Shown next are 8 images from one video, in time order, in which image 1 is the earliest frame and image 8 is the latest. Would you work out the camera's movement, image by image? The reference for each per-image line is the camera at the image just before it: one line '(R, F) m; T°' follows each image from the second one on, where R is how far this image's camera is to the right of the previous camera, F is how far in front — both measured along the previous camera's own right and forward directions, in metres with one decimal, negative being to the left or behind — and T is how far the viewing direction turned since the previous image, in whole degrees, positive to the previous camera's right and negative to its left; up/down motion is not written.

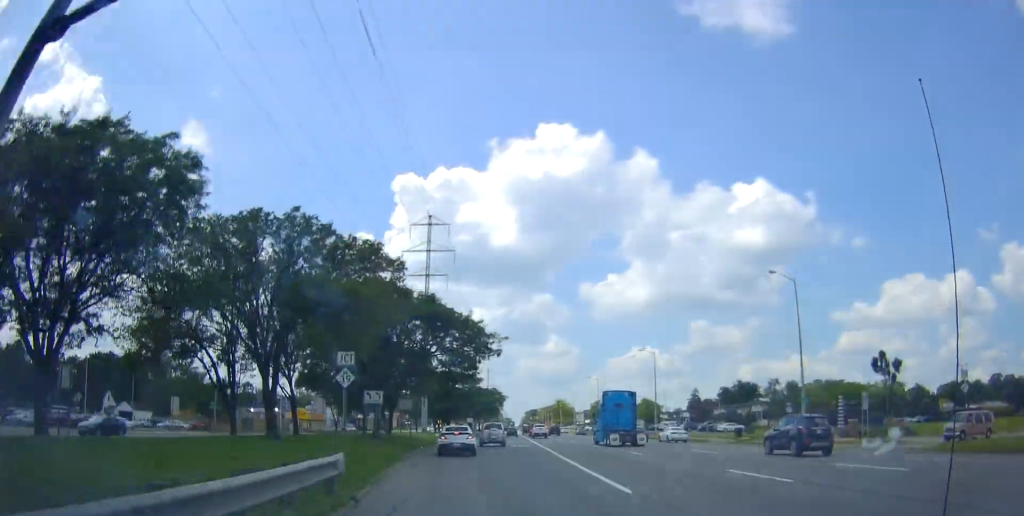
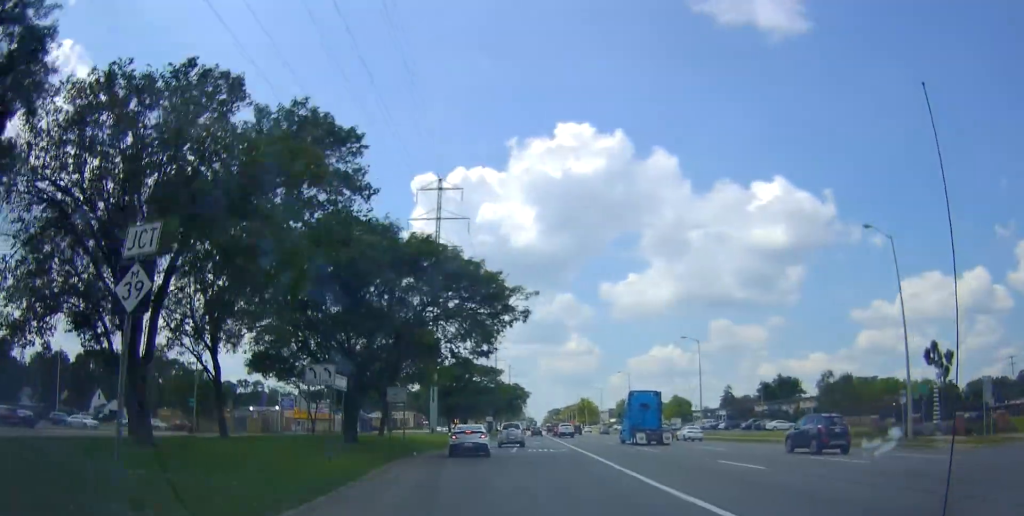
(-0.1, +11.3) m; 0°
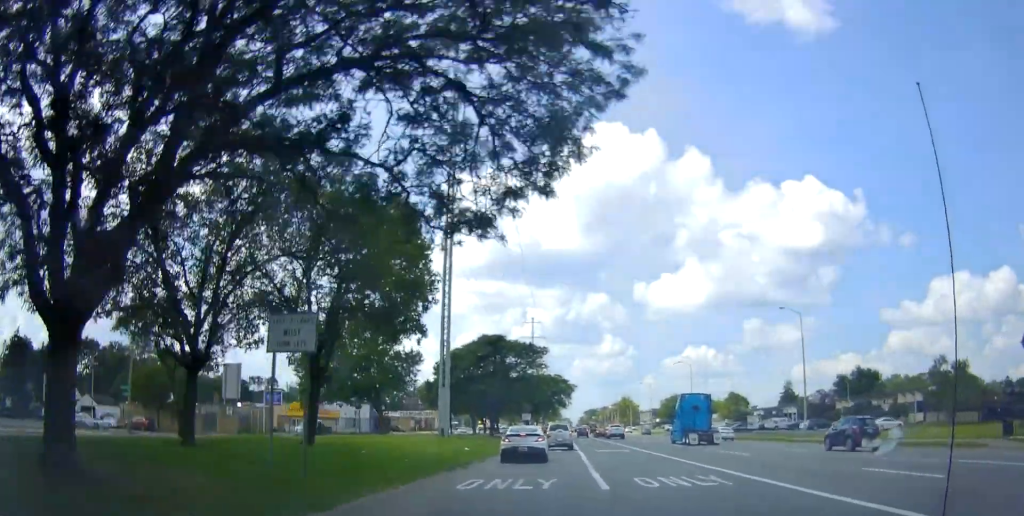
(0.0, +21.0) m; 0°
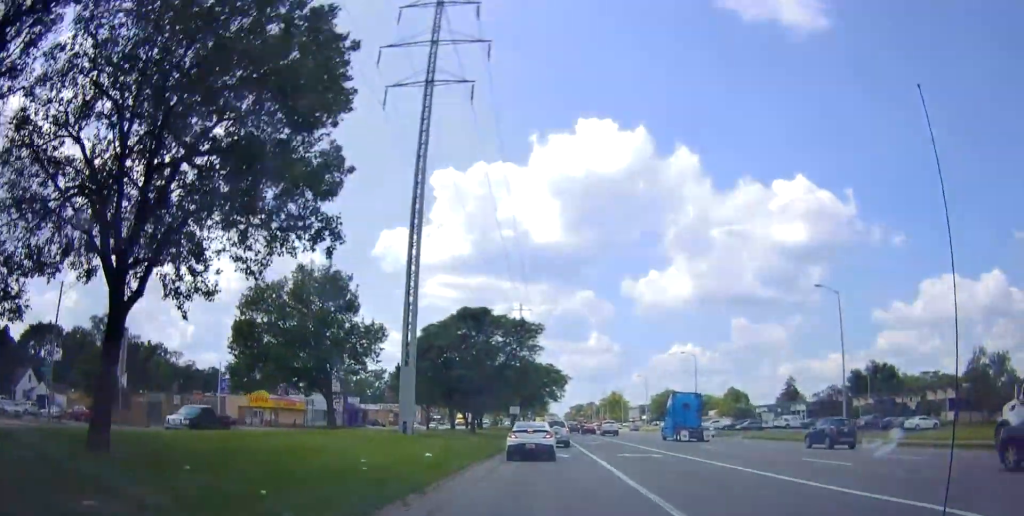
(0.0, +10.8) m; 0°
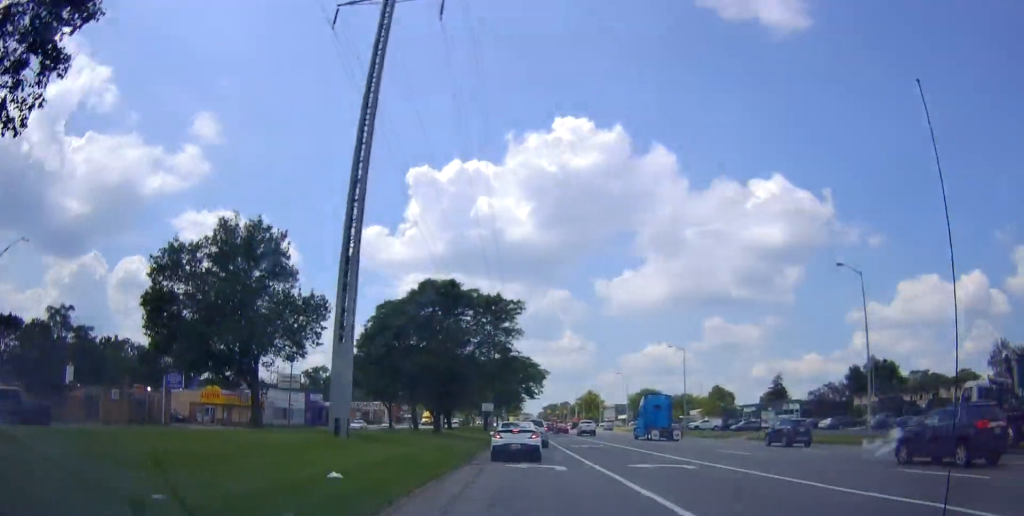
(0.0, +8.9) m; 0°
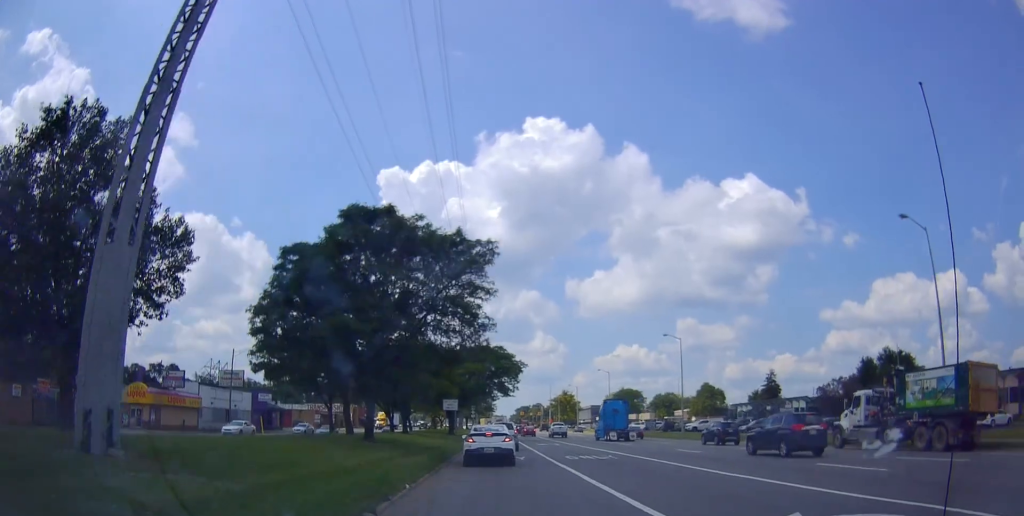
(-0.1, +13.6) m; 0°
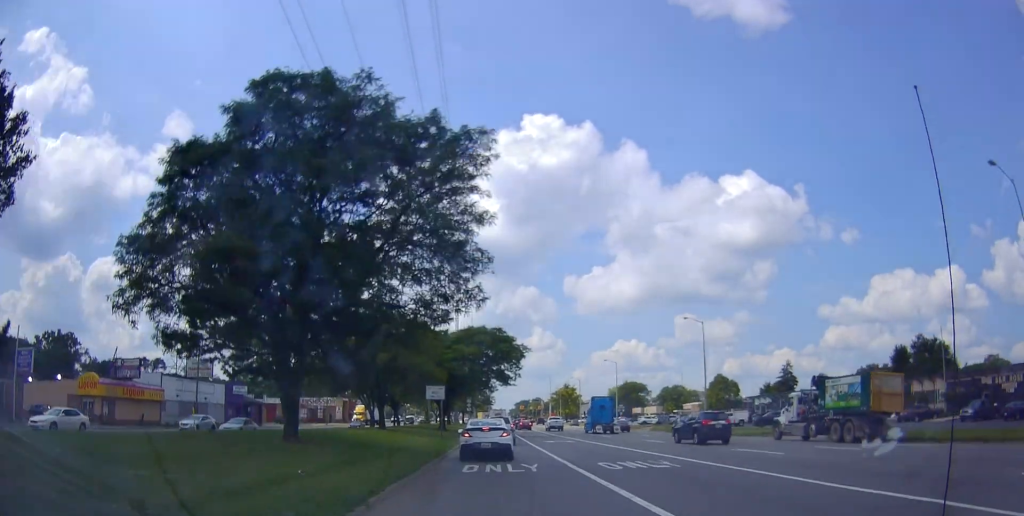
(0.0, +10.4) m; 0°
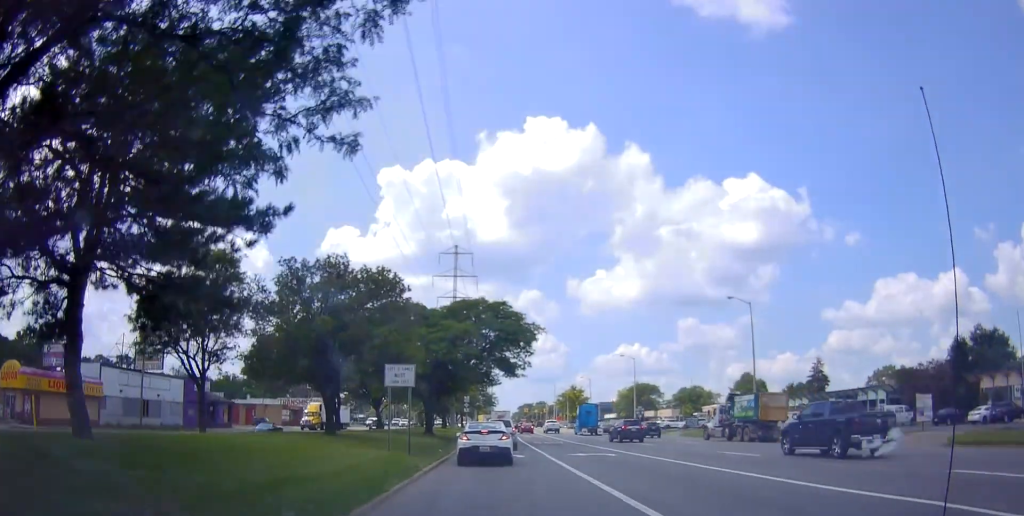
(+0.1, +14.7) m; +2°
